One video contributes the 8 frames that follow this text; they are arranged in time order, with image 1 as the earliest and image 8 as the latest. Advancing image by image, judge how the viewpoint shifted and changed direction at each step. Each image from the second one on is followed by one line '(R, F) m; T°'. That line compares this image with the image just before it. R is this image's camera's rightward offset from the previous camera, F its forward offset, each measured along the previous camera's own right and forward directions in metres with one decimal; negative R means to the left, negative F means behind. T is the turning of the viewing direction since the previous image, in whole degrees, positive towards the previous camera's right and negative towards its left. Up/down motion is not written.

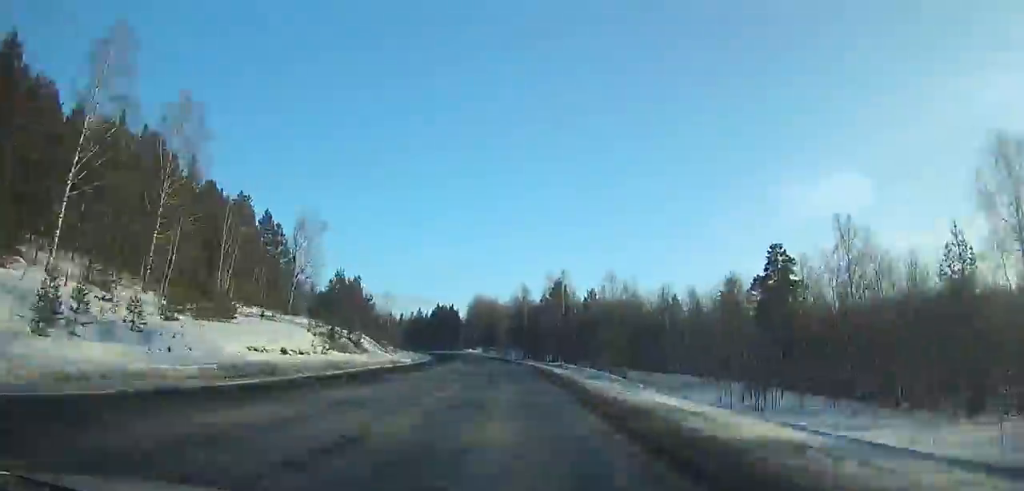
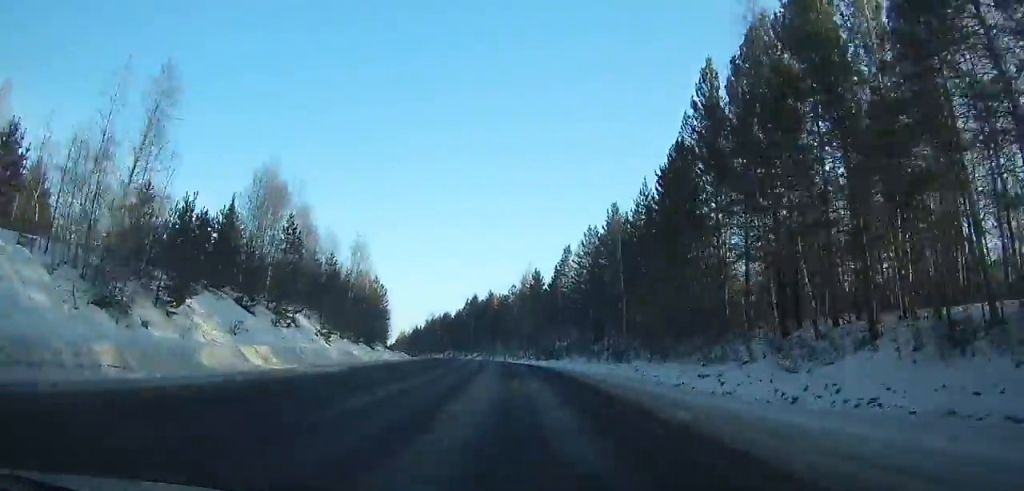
(-41.9, +207.1) m; -23°
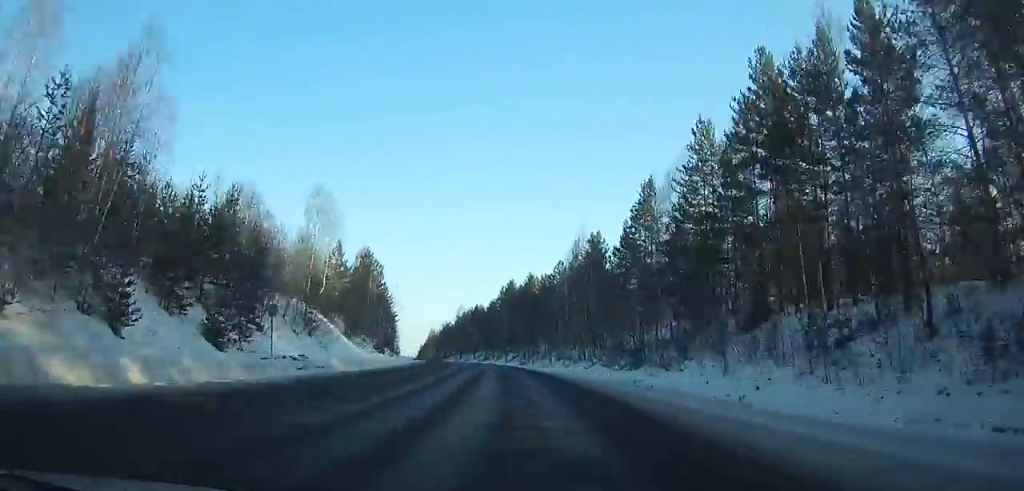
(-1.8, +45.3) m; -4°
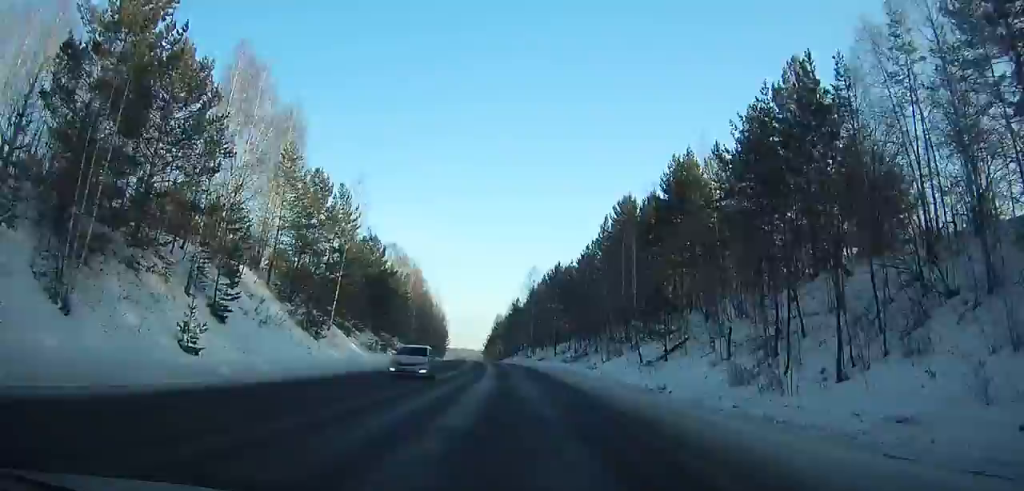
(-5.5, +84.3) m; -6°
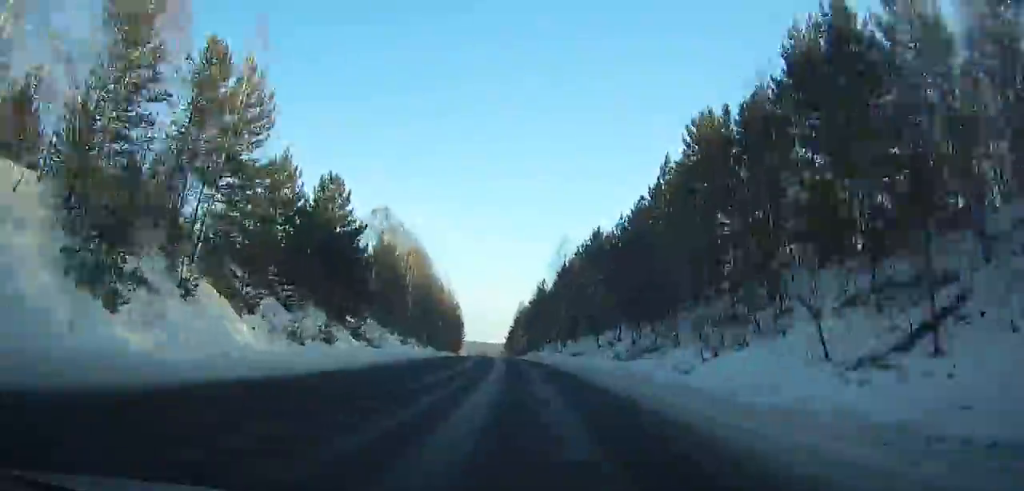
(-0.2, +27.7) m; -2°
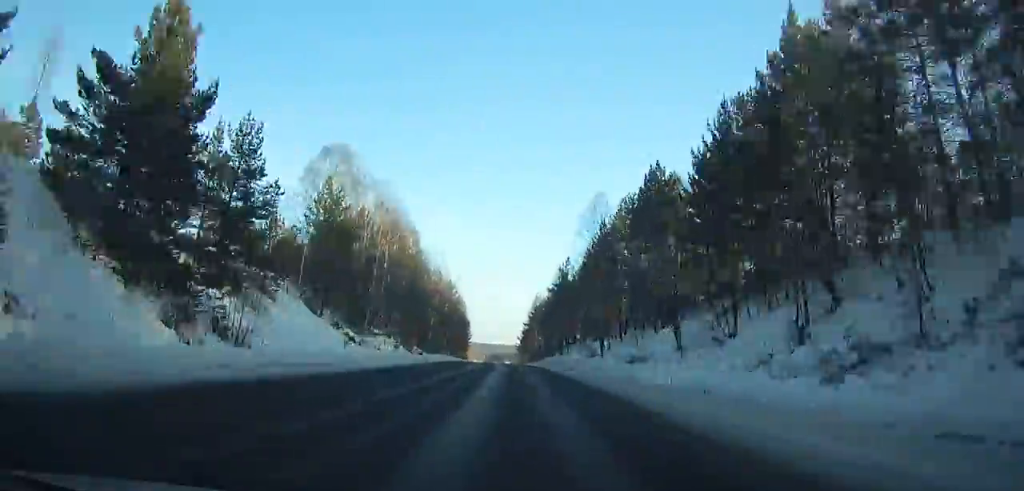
(-0.8, +32.6) m; -1°
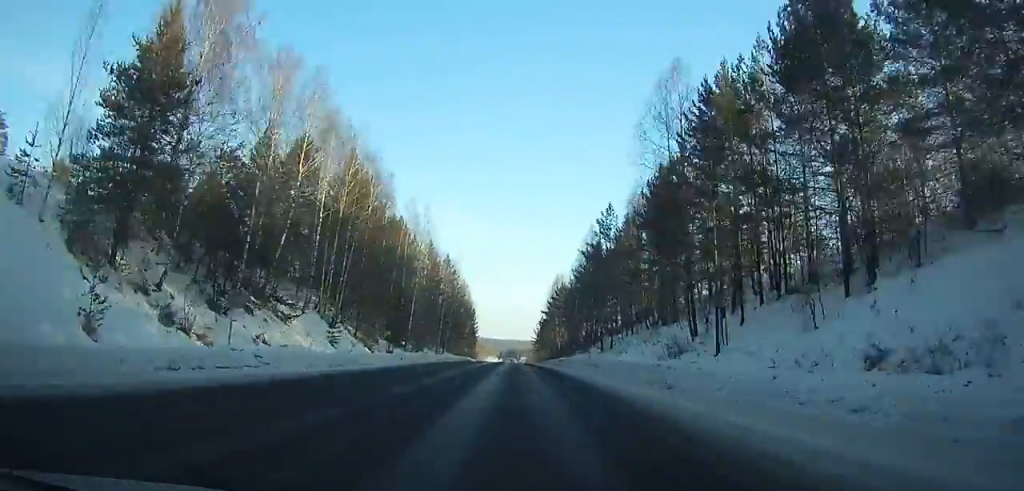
(-0.3, +32.6) m; -1°
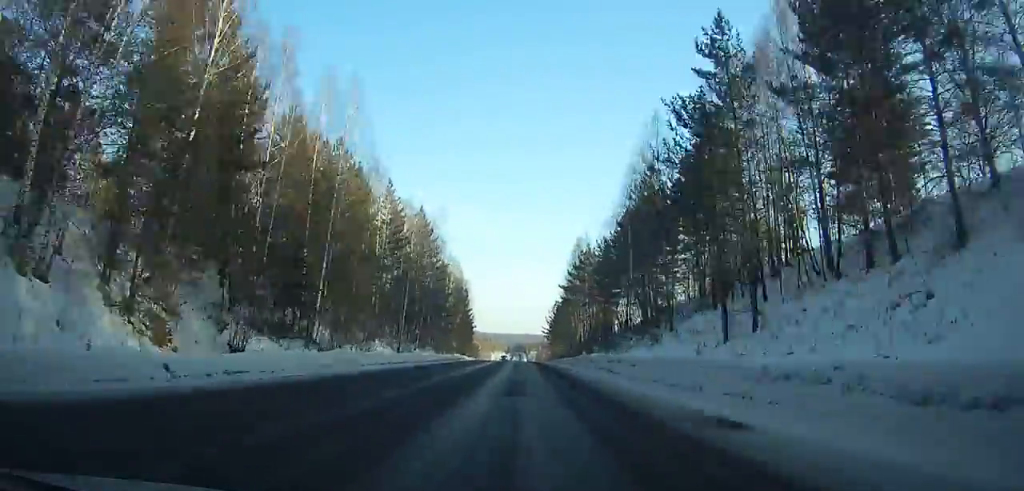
(-0.4, +37.5) m; -1°
